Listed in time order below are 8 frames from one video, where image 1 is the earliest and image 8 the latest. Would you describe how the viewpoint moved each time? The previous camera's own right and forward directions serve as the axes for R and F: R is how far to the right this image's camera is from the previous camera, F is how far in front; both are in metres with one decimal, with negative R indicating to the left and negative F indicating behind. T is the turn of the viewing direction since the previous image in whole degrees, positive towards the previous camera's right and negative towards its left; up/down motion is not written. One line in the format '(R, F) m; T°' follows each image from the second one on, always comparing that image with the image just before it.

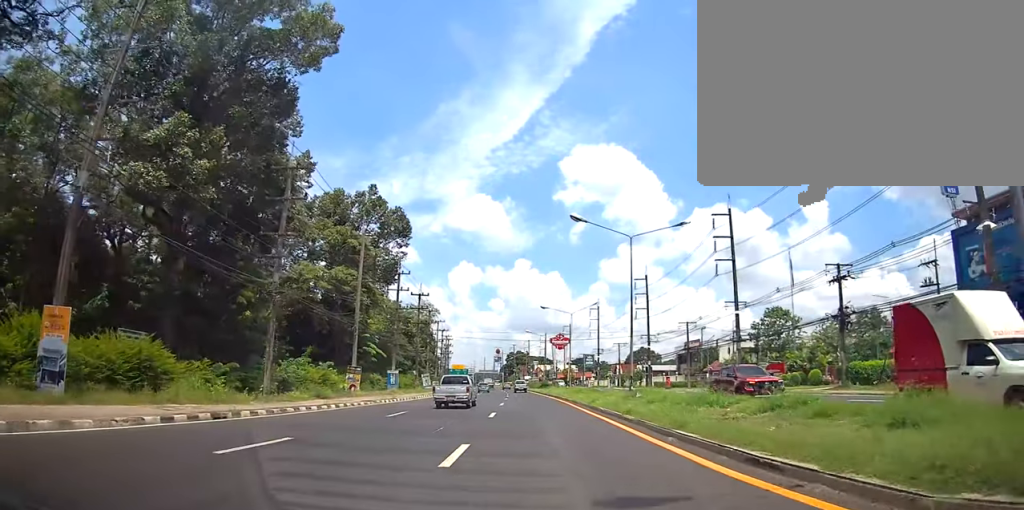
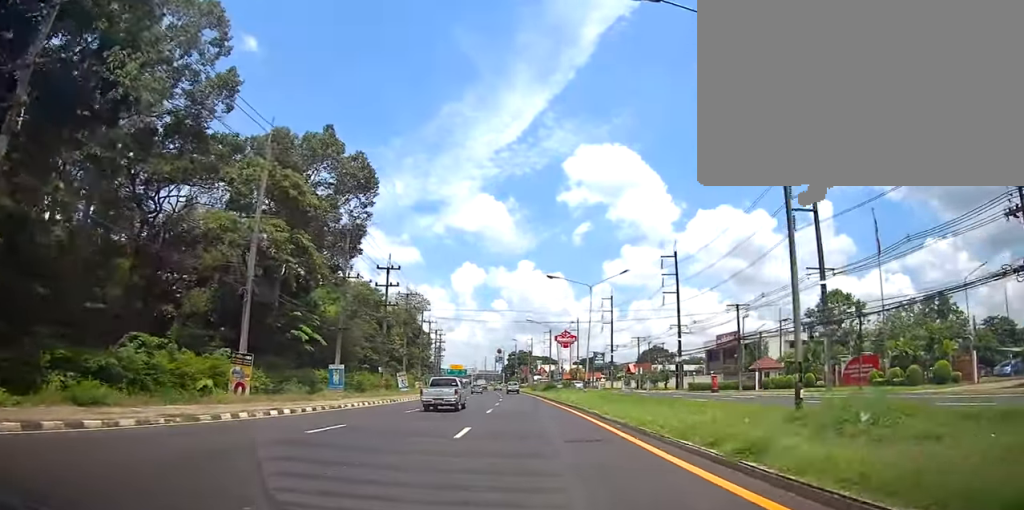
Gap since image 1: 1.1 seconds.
(0.0, +18.5) m; -1°
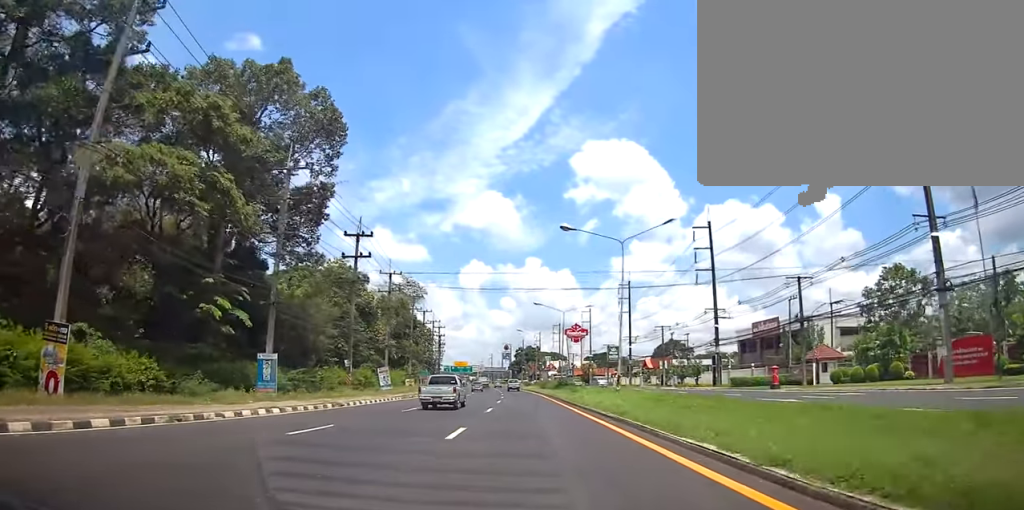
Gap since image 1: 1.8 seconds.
(-0.1, +12.7) m; -1°
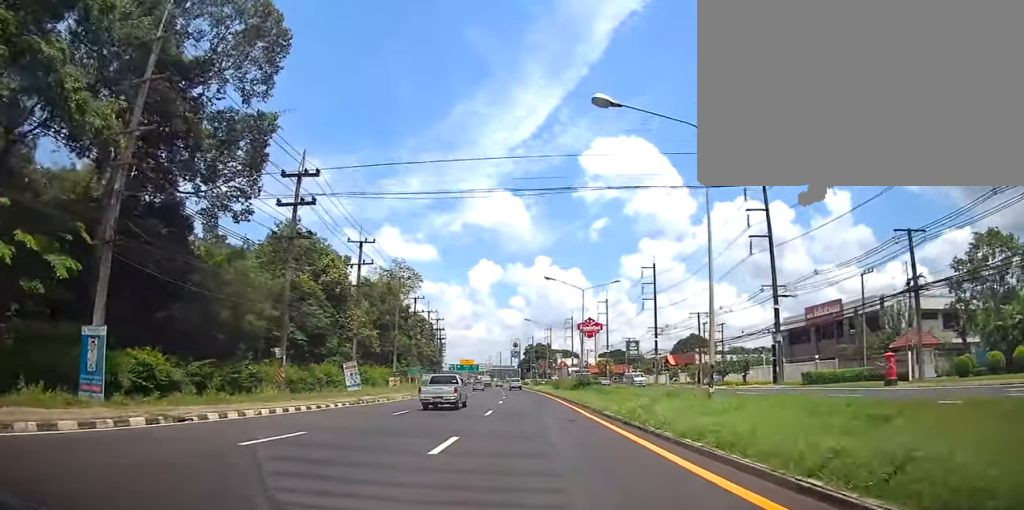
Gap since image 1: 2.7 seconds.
(-0.1, +14.2) m; 0°
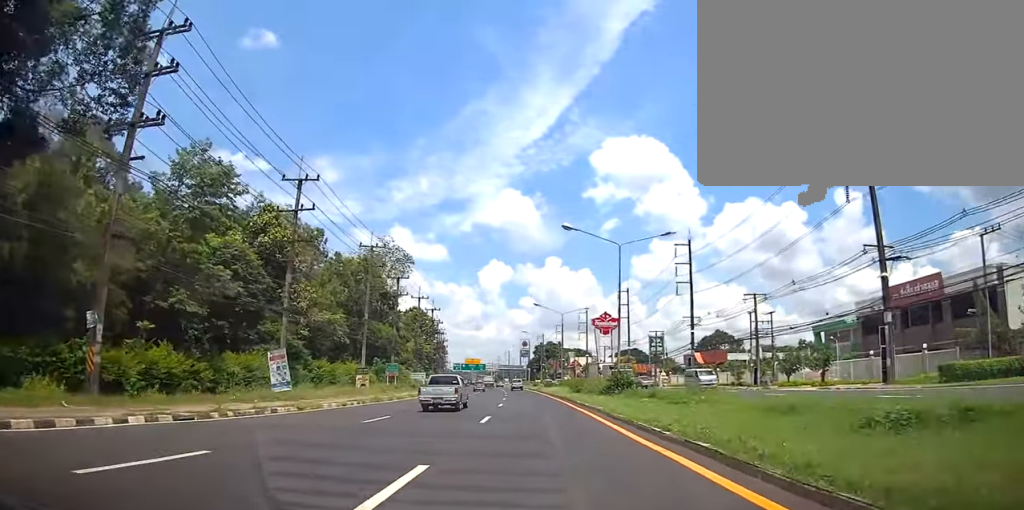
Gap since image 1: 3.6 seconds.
(+0.1, +15.7) m; 0°
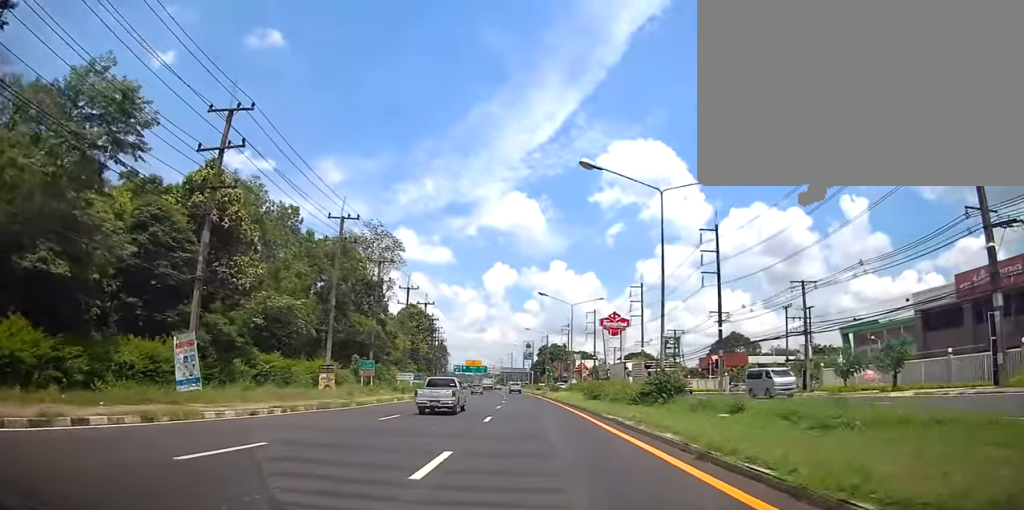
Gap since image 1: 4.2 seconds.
(+0.1, +9.8) m; -1°
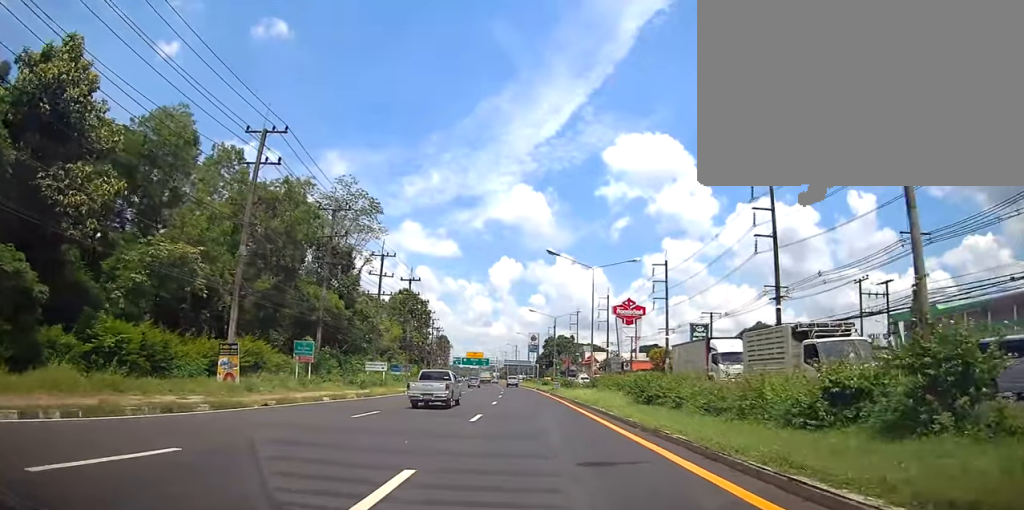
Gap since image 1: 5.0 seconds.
(-0.3, +14.7) m; -1°
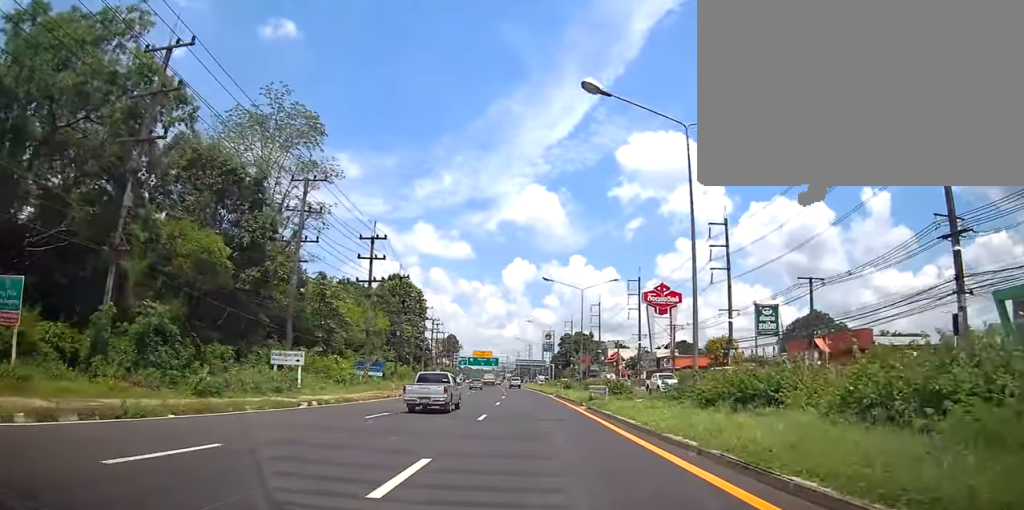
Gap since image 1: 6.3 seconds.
(-0.1, +22.4) m; 0°
